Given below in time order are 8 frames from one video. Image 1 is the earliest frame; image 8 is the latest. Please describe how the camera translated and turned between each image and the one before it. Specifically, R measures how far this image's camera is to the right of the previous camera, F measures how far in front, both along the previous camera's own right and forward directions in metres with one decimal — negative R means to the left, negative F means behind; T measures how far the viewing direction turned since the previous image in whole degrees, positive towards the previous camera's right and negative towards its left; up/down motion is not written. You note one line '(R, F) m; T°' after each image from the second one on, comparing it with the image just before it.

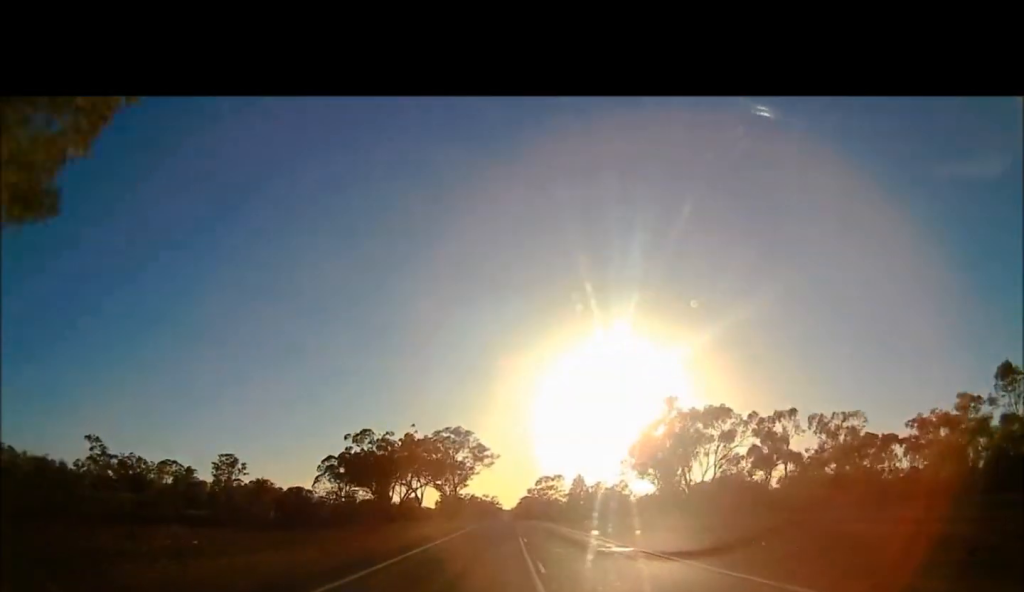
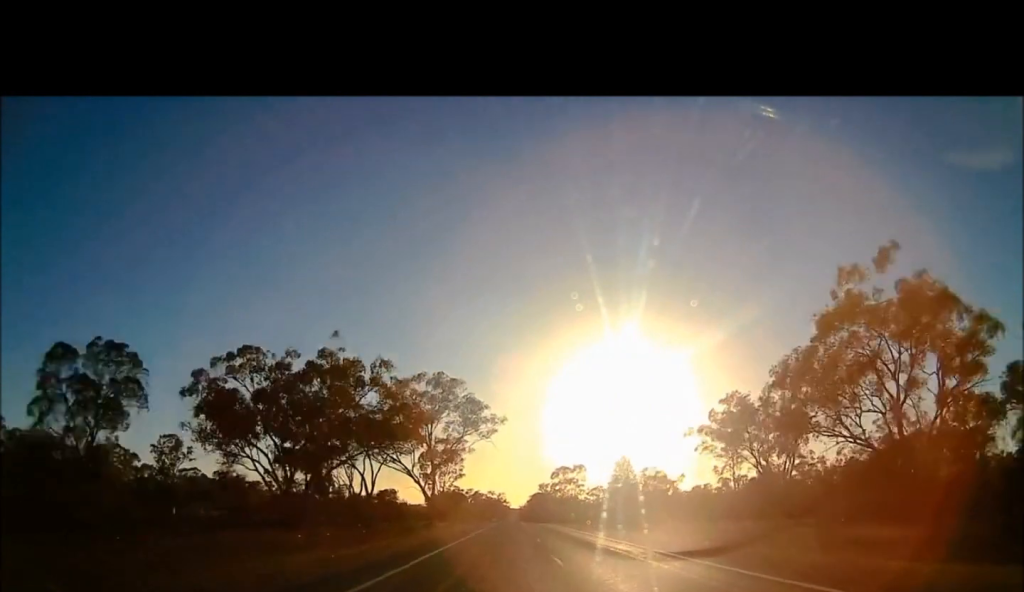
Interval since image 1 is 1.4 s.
(0.0, +47.5) m; 0°
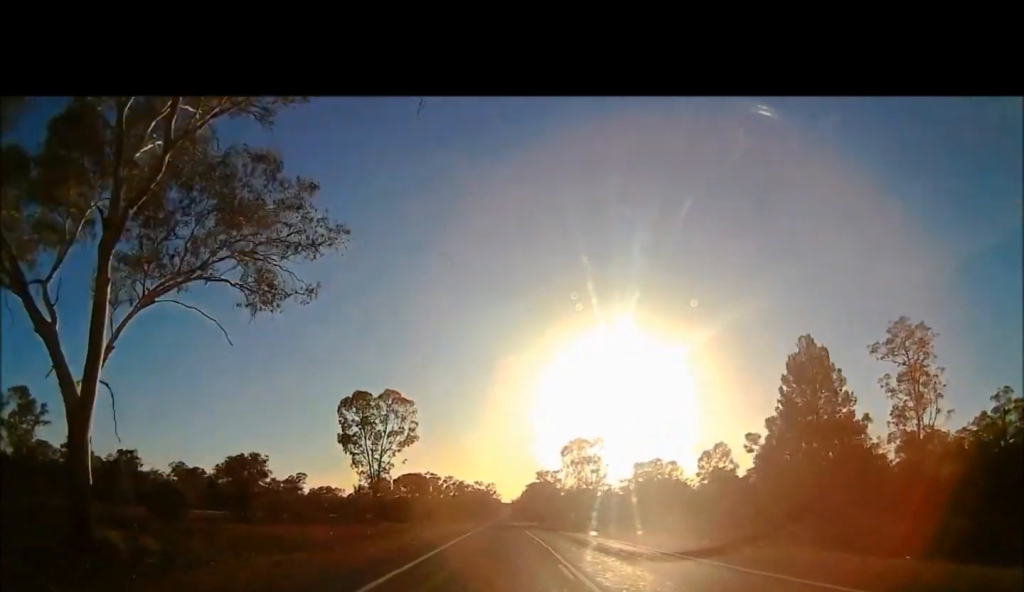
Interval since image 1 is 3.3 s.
(+0.1, +64.5) m; +2°
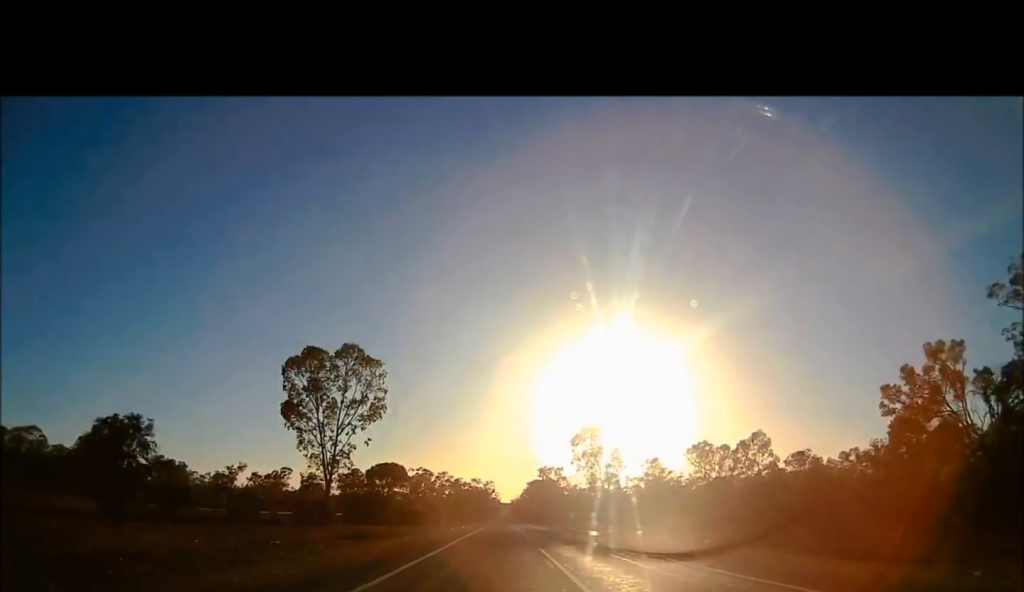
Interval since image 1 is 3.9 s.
(+0.4, +21.0) m; +1°
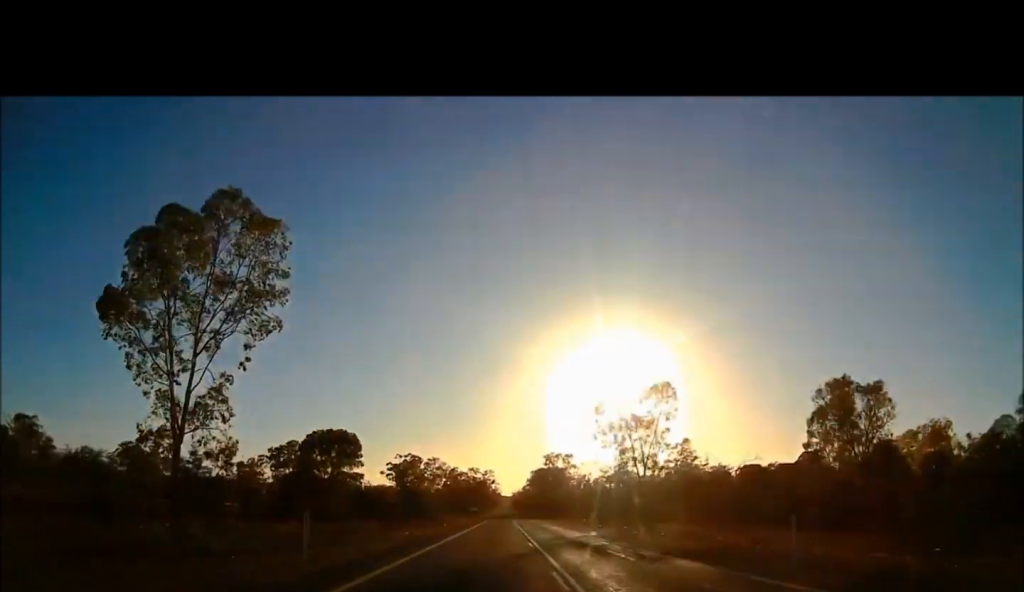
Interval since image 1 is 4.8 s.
(+0.5, +28.6) m; -1°
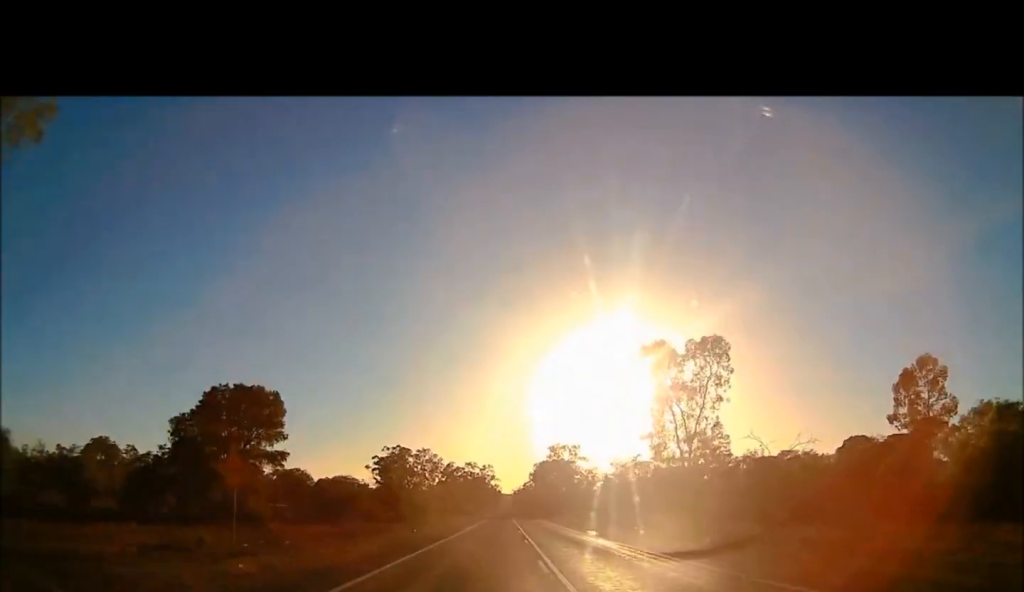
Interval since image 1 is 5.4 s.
(-0.7, +20.9) m; -2°
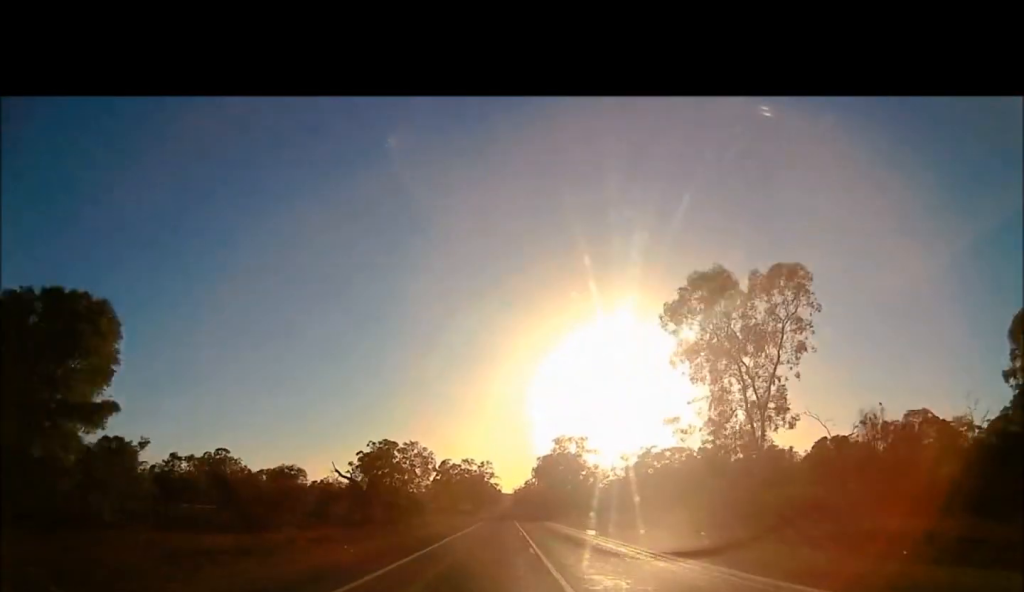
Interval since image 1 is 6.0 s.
(-0.1, +18.4) m; 0°
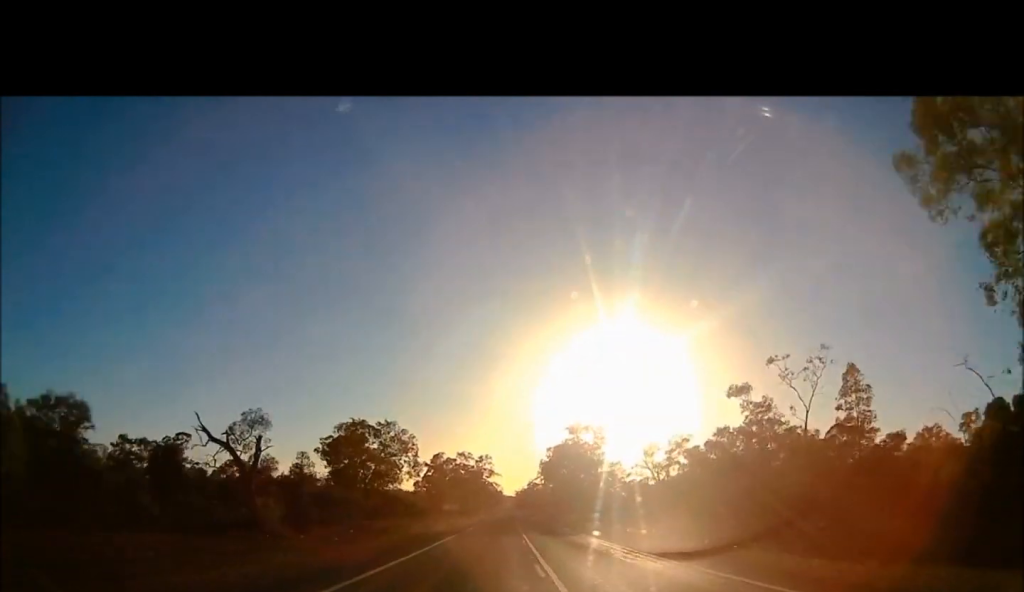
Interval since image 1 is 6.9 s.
(0.0, +28.5) m; 0°
